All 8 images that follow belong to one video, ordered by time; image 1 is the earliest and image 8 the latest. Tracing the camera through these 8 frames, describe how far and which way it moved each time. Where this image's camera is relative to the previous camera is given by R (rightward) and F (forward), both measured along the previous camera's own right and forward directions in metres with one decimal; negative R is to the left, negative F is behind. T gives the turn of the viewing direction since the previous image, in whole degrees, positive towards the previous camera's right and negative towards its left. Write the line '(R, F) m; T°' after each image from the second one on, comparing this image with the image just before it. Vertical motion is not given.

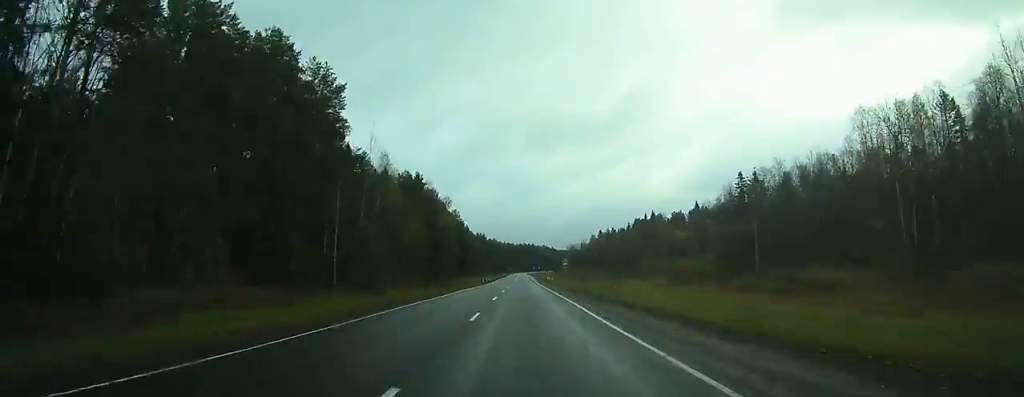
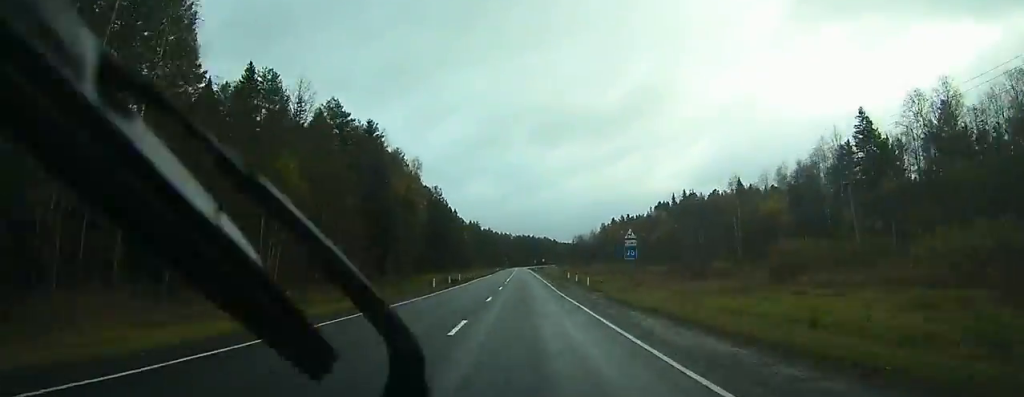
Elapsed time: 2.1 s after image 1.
(-0.2, +52.6) m; 0°
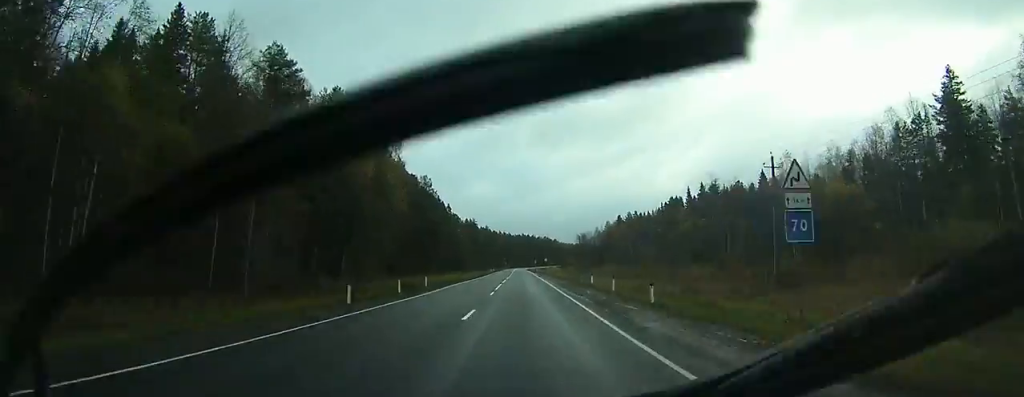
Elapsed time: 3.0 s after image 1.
(0.0, +21.2) m; 0°
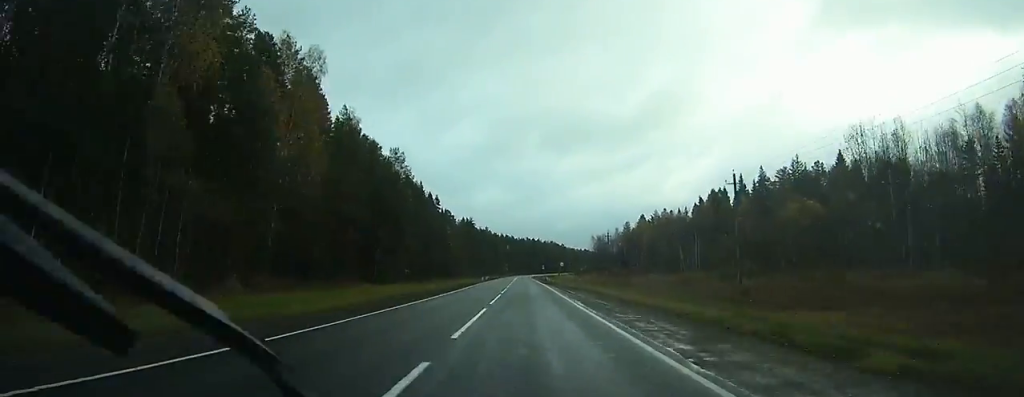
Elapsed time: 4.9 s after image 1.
(0.0, +45.6) m; 0°
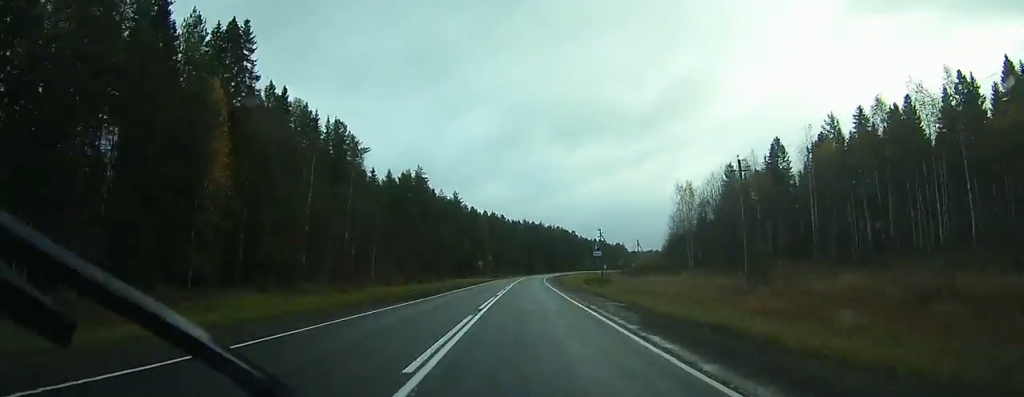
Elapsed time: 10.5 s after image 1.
(+0.3, +136.8) m; +1°
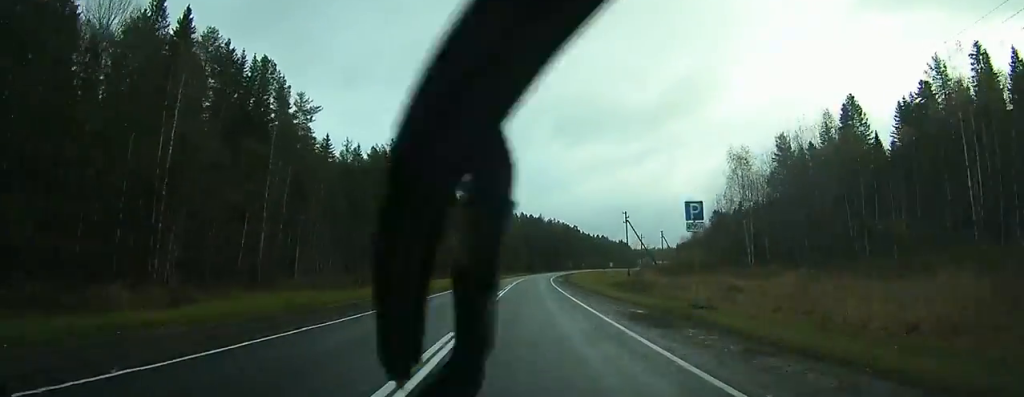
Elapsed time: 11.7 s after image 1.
(+0.2, +29.0) m; +1°
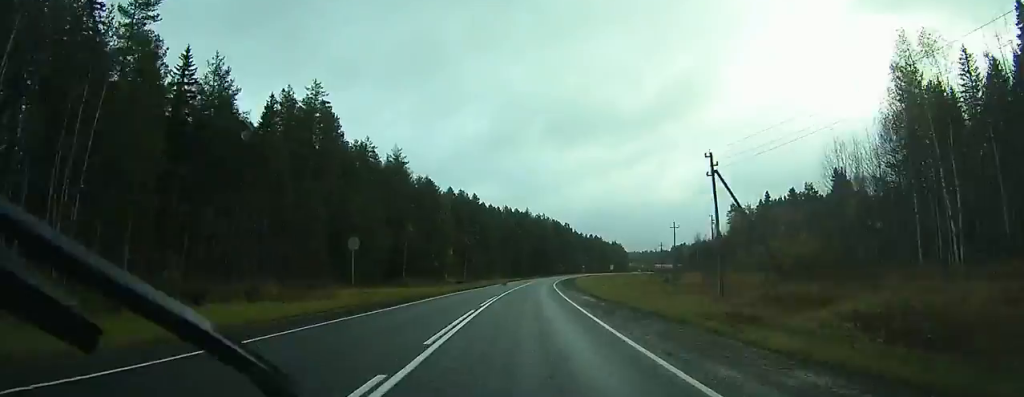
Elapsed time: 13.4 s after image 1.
(+0.4, +41.7) m; +2°
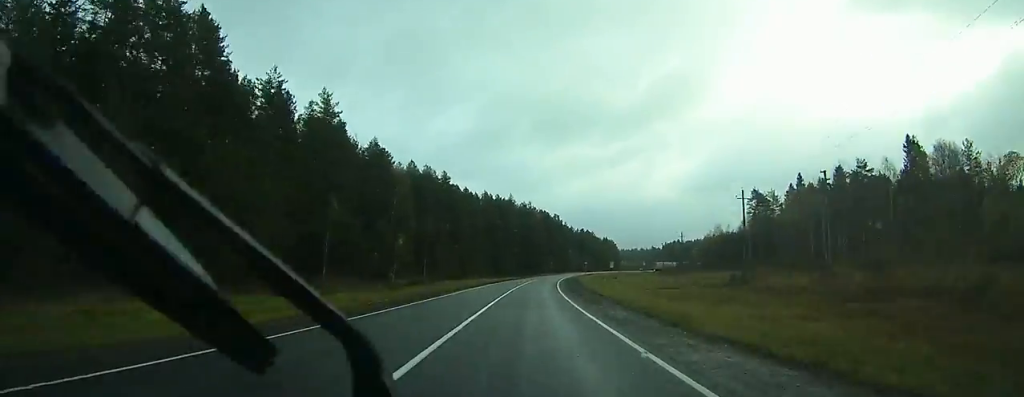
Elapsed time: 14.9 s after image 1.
(+0.4, +36.4) m; +2°
